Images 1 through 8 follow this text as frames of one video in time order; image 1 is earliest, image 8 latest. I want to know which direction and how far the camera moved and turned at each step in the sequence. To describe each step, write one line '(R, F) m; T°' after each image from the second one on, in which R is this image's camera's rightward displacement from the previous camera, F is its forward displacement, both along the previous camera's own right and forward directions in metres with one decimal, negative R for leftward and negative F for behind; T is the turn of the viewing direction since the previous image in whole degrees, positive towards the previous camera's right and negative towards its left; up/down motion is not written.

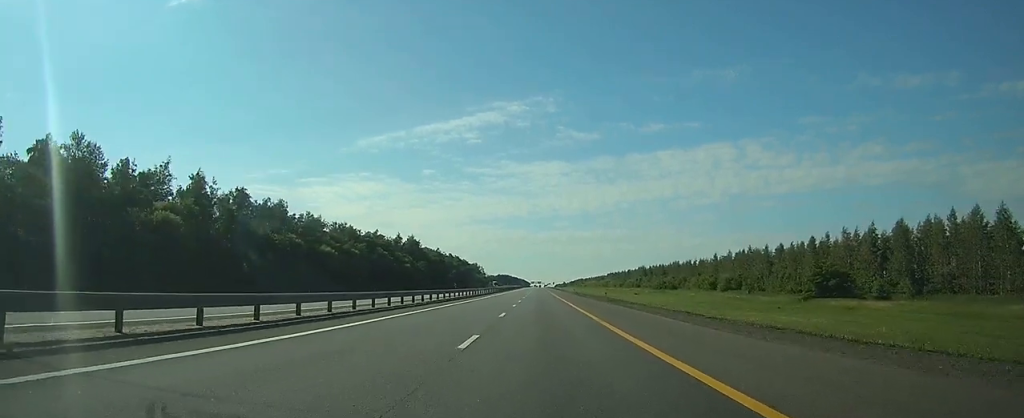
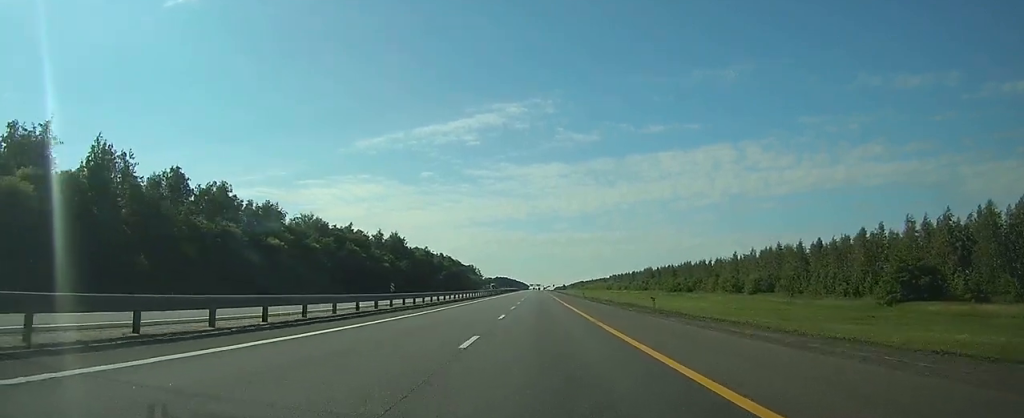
(0.0, +23.3) m; 0°
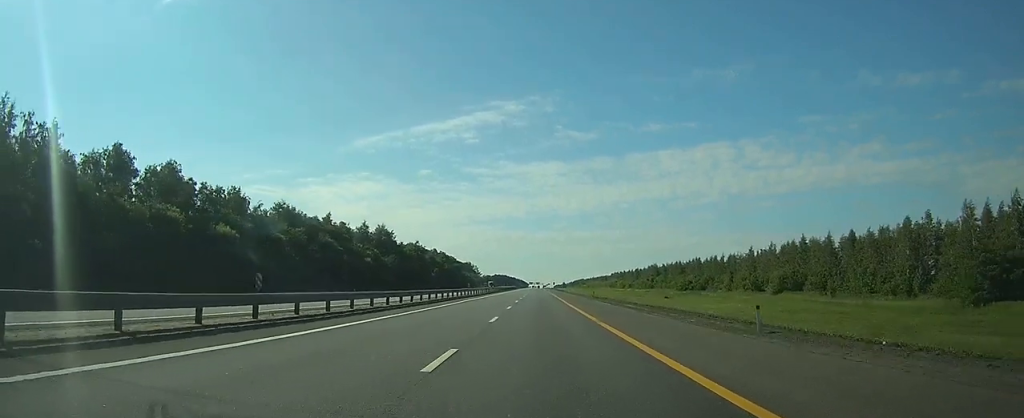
(0.0, +15.5) m; 0°
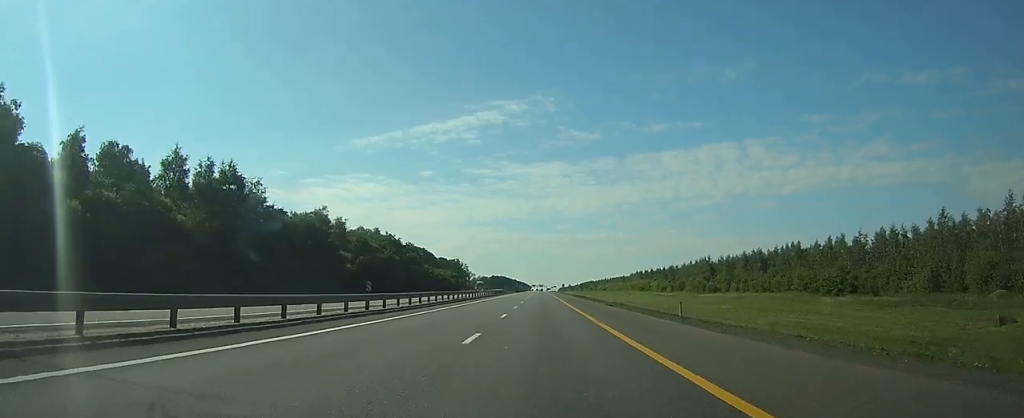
(+0.2, +90.8) m; 0°
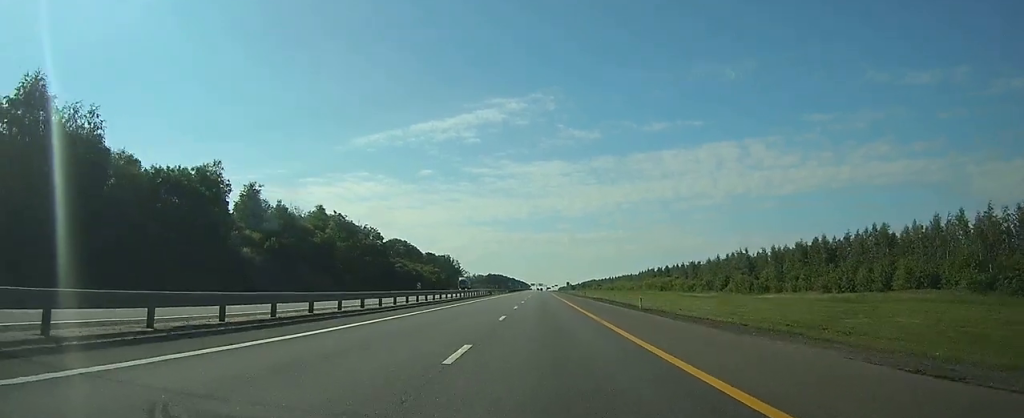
(0.0, +39.9) m; 0°
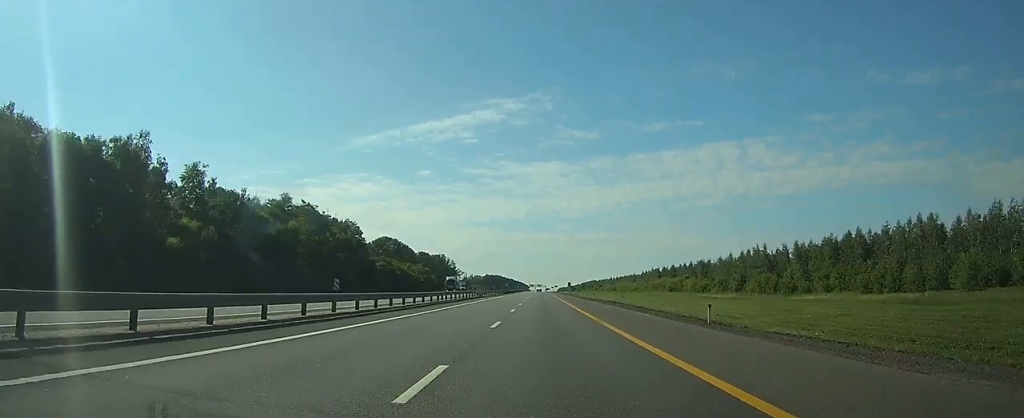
(0.0, +15.5) m; 0°
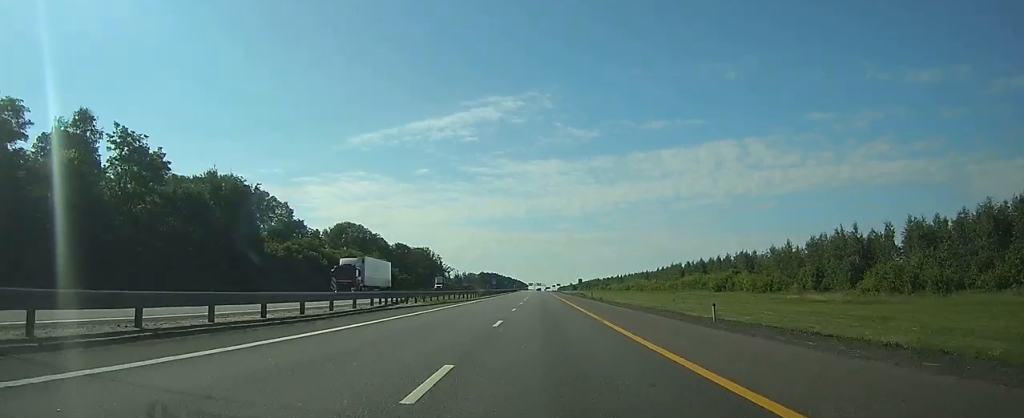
(+0.1, +48.9) m; 0°
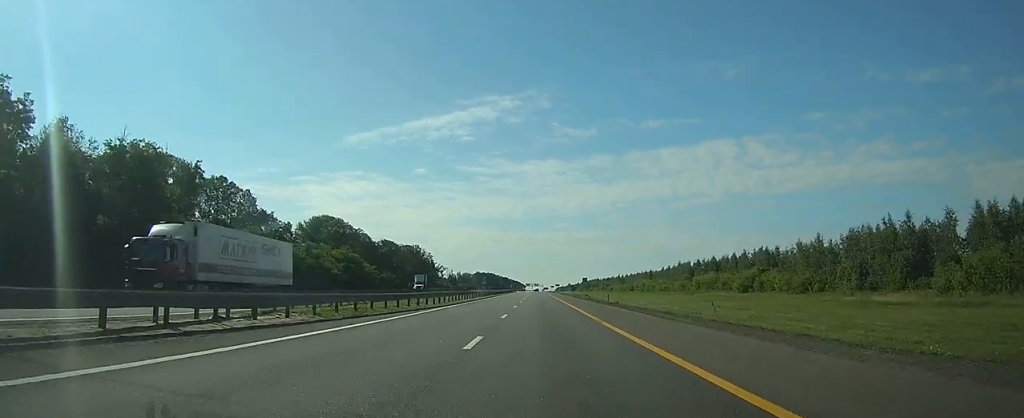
(0.0, +18.9) m; 0°
